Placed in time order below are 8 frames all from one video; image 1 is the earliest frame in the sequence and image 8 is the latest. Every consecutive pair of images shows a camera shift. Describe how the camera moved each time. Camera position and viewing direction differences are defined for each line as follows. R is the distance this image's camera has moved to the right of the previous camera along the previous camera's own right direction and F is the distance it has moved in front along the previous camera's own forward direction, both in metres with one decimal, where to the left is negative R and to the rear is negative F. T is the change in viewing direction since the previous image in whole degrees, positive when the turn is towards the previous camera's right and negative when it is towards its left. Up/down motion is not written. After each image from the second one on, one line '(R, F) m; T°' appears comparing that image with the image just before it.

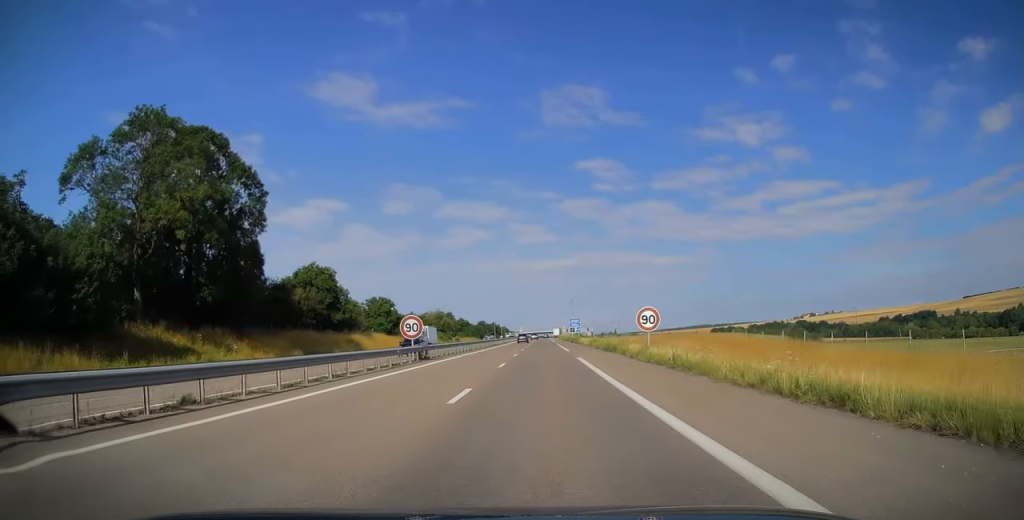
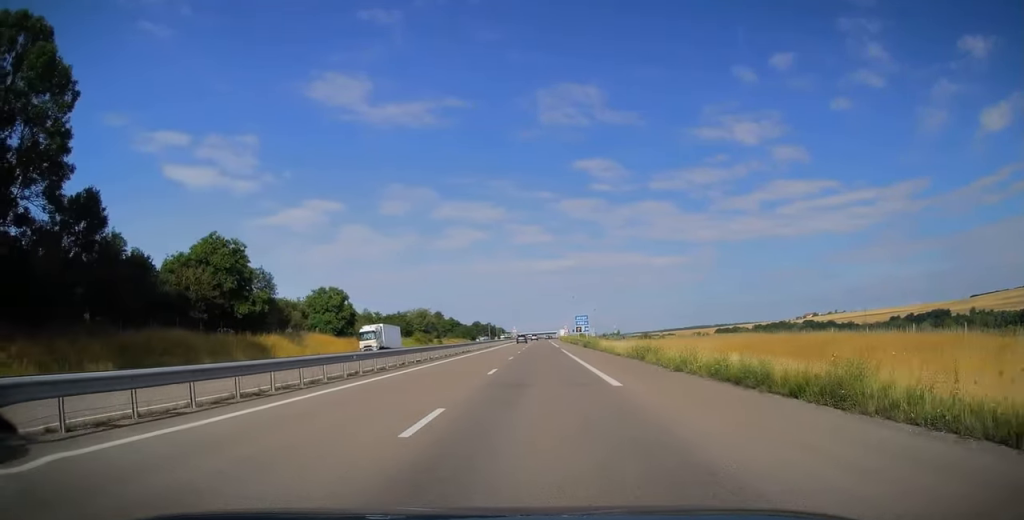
(+0.2, +29.8) m; +1°
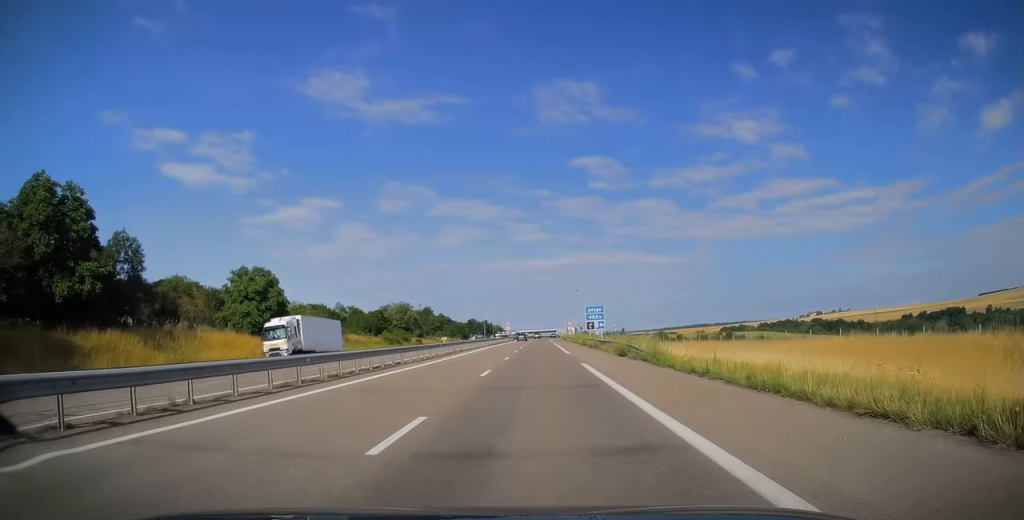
(0.0, +27.5) m; 0°
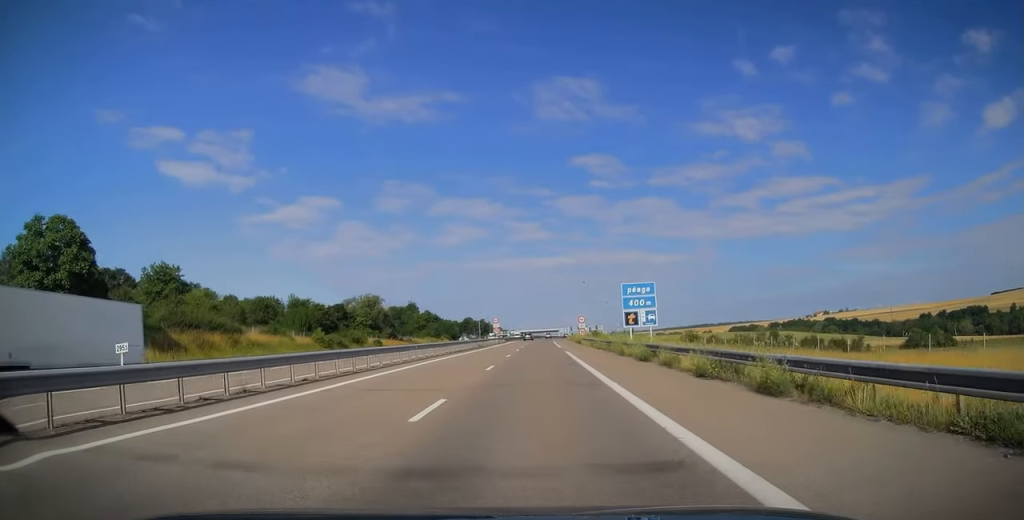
(+0.1, +35.4) m; 0°
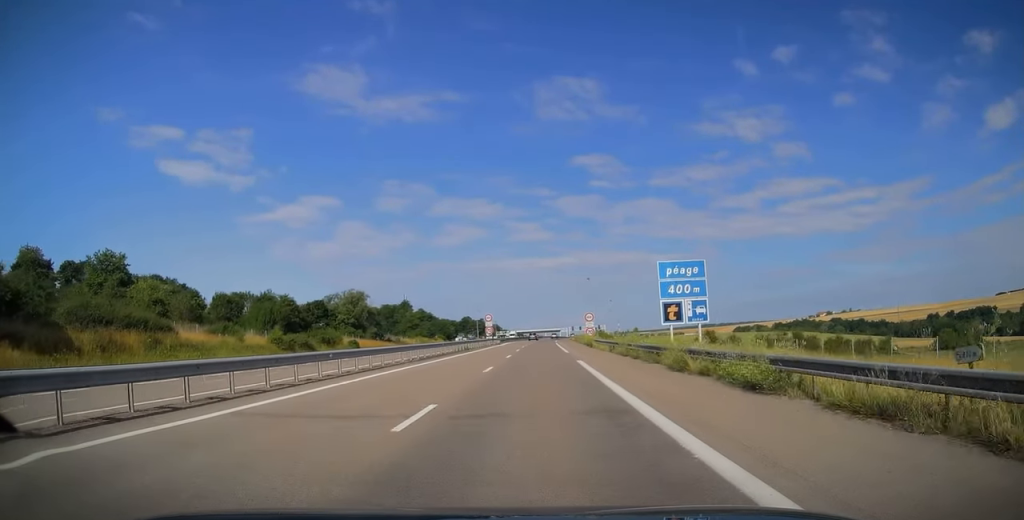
(-0.2, +13.4) m; -1°
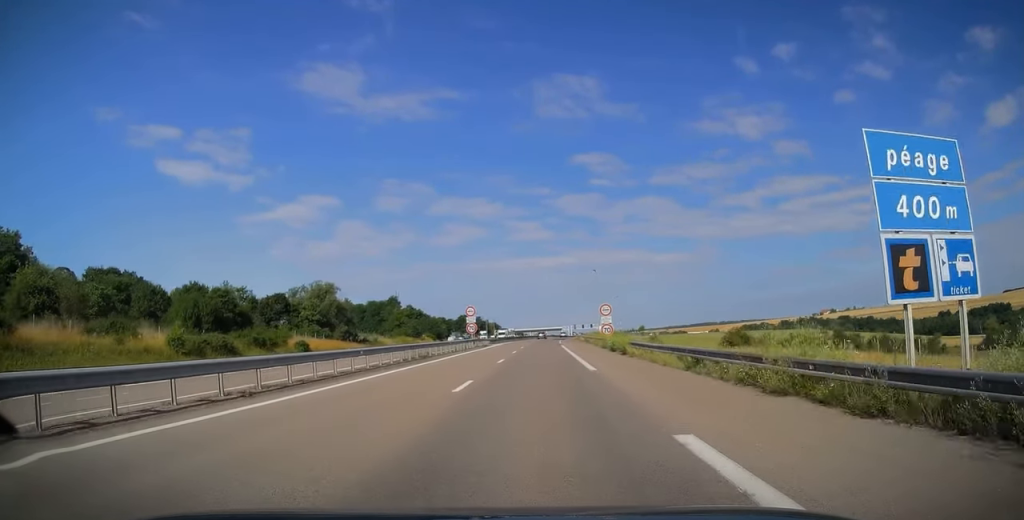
(-0.2, +20.0) m; 0°
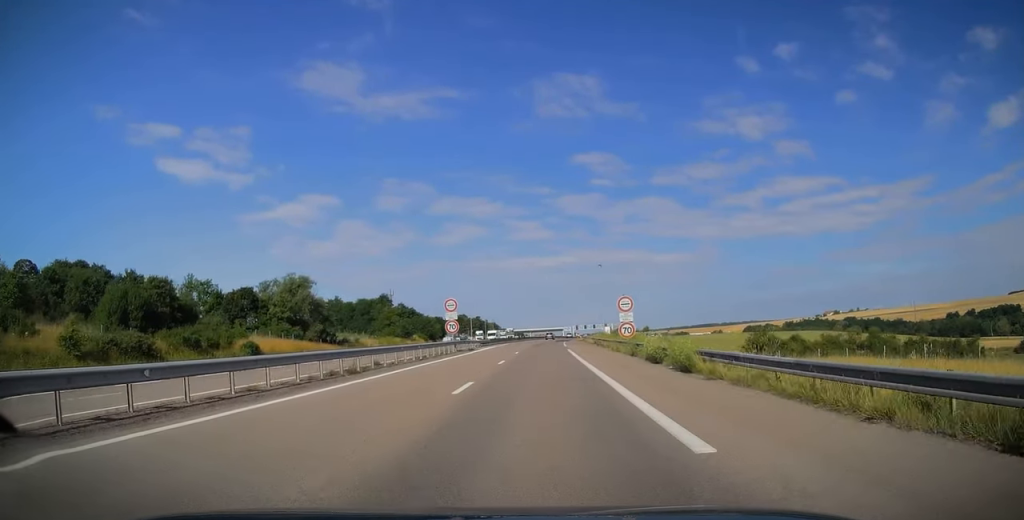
(-0.1, +13.2) m; +1°
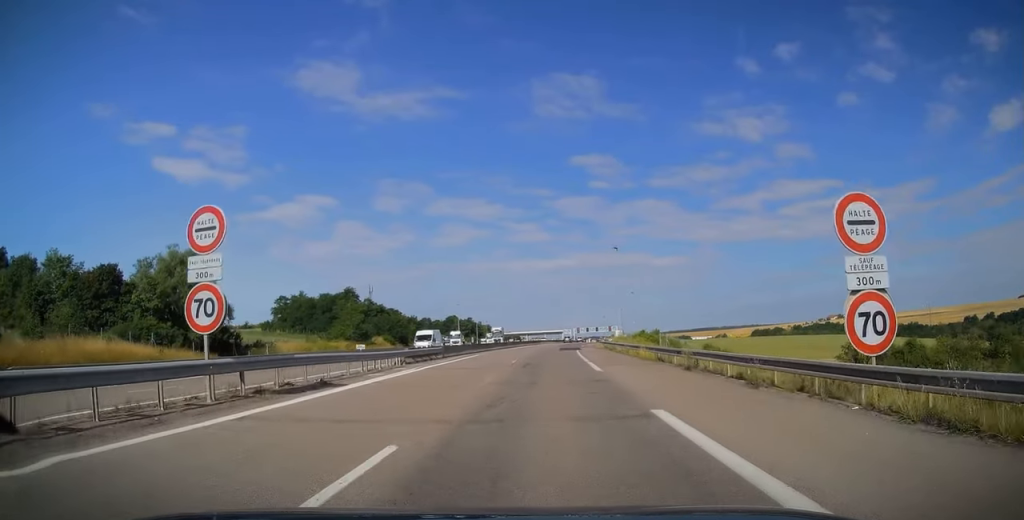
(+0.7, +34.4) m; +1°
